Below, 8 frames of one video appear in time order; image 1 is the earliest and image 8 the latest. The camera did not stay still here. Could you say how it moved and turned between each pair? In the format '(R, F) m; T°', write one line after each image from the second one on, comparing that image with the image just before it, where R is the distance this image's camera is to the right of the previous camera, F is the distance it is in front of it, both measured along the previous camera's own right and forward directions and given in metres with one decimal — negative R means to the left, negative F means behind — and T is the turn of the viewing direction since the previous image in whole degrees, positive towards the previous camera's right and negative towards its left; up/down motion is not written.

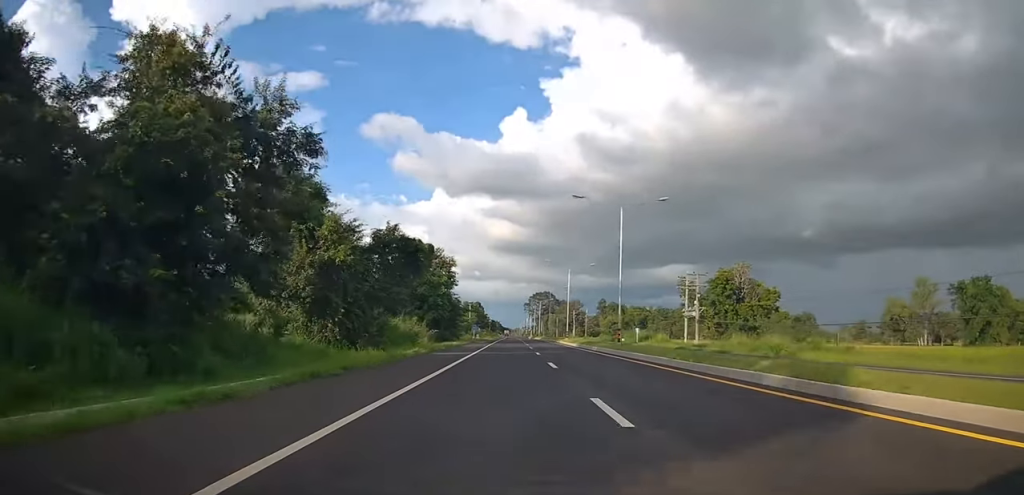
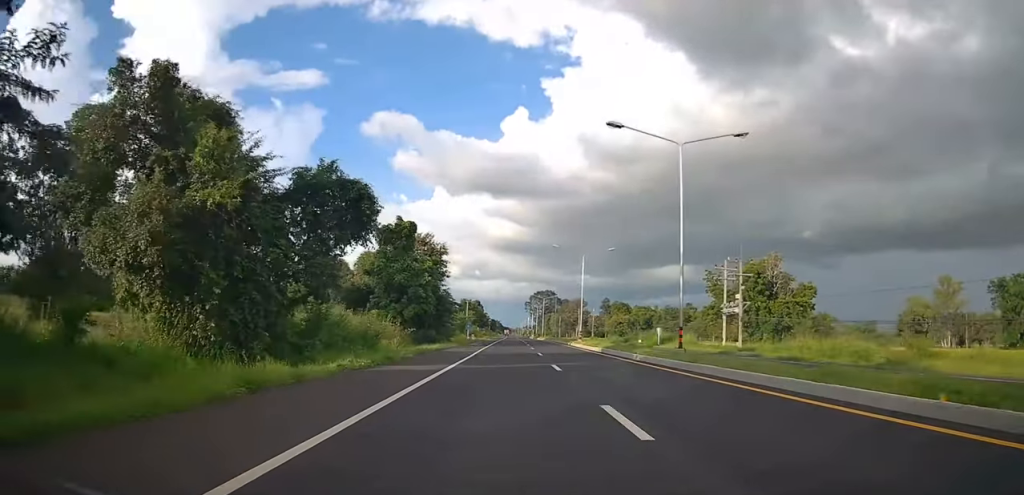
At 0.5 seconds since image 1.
(0.0, +12.8) m; +1°
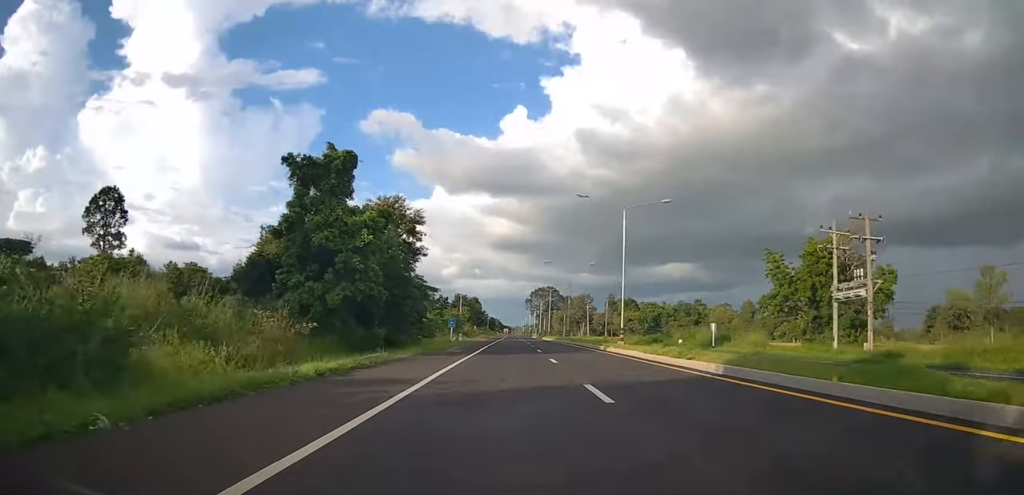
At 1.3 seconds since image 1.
(+0.1, +20.9) m; +1°
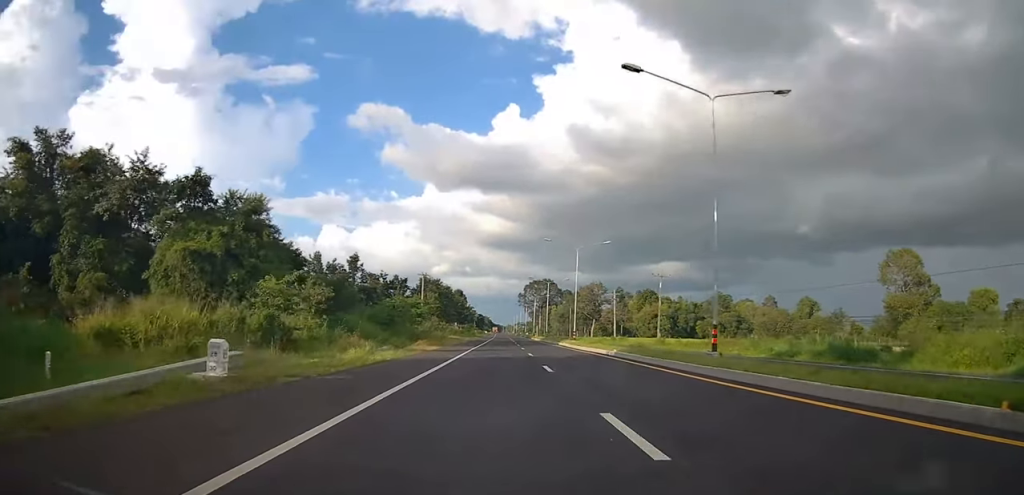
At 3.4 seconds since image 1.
(+0.2, +52.4) m; 0°
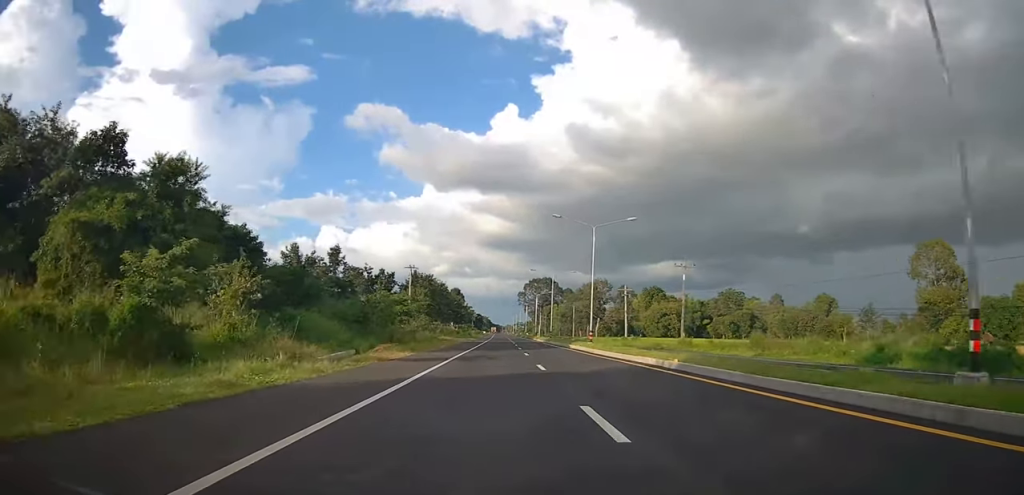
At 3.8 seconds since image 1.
(+0.3, +11.0) m; 0°
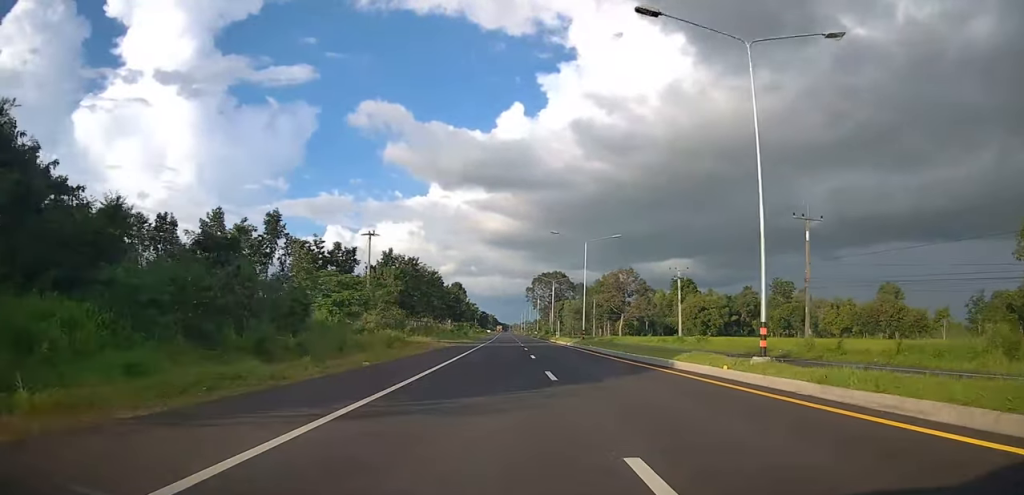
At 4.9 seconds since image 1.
(-0.4, +28.0) m; 0°
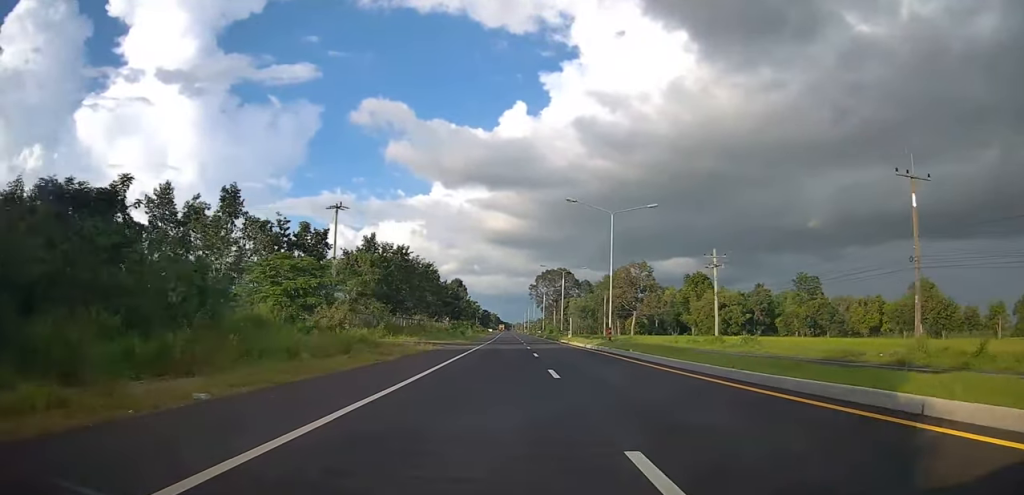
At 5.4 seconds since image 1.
(+0.1, +11.9) m; 0°
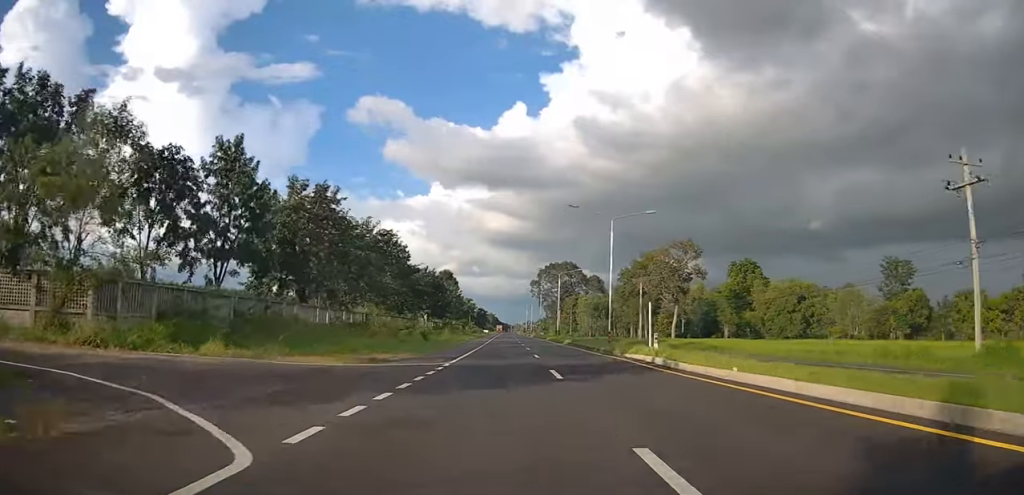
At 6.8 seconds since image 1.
(-0.1, +35.9) m; -1°
